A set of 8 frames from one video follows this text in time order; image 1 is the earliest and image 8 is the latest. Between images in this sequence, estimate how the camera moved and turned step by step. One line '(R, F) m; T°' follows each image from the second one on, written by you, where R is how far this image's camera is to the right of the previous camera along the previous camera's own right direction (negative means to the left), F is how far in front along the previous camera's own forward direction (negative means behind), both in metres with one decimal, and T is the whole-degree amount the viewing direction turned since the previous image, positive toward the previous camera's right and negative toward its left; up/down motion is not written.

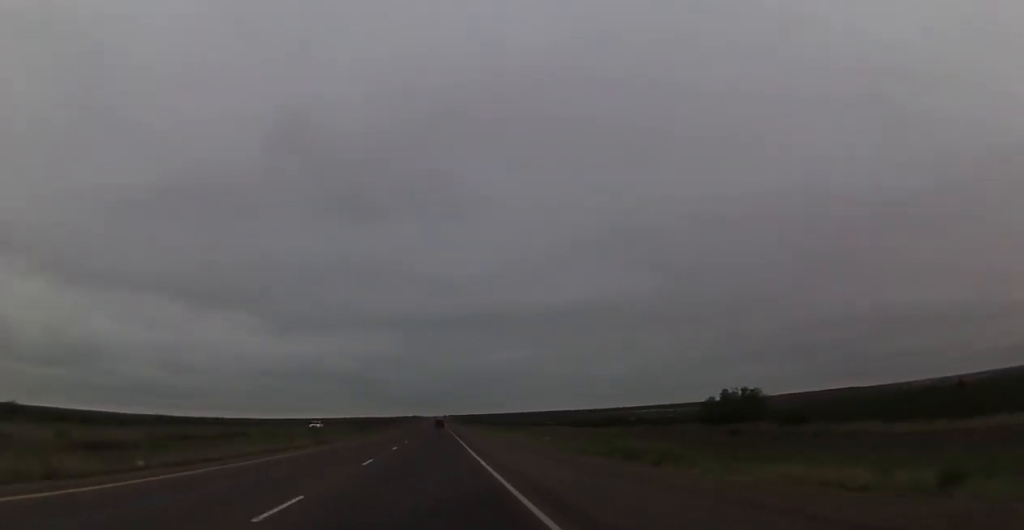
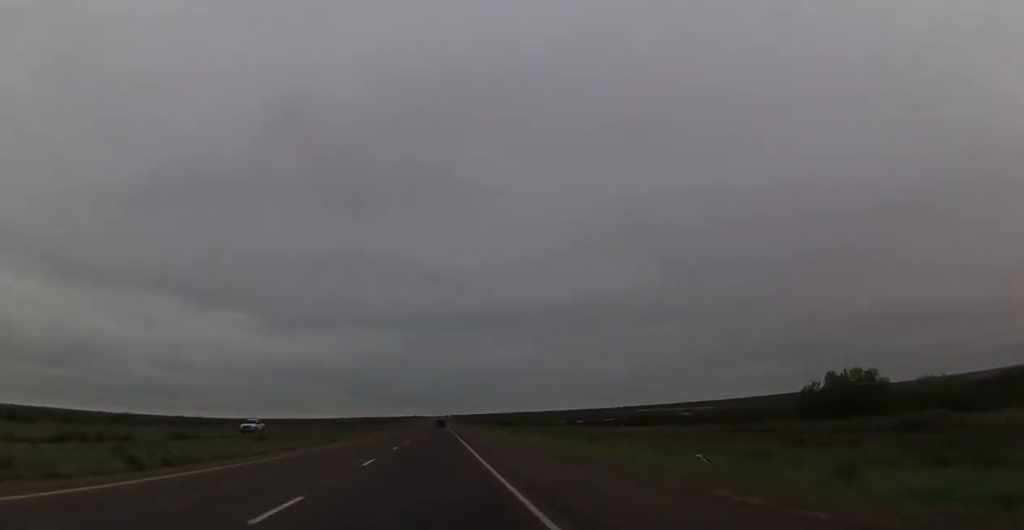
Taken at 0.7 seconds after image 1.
(0.0, +24.4) m; 0°
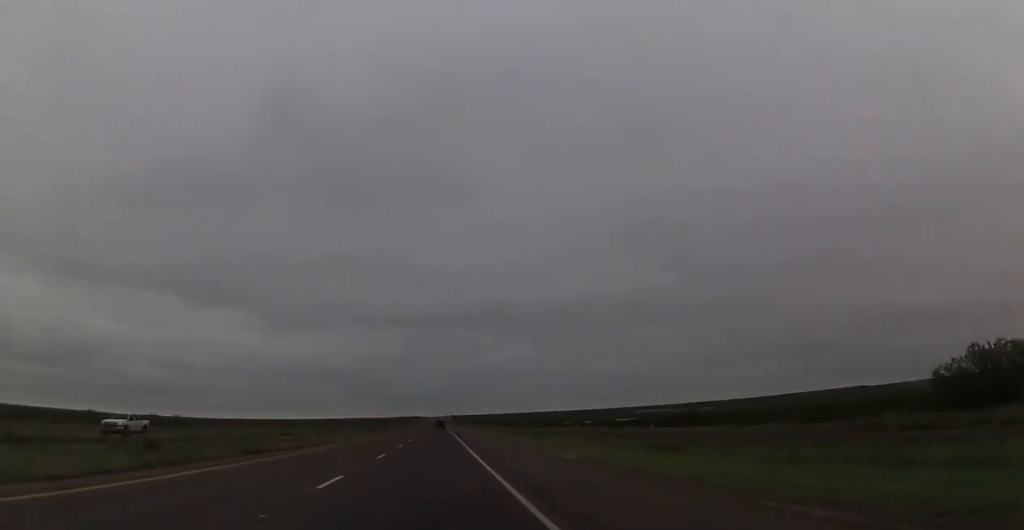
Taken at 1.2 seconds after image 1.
(0.0, +19.5) m; 0°
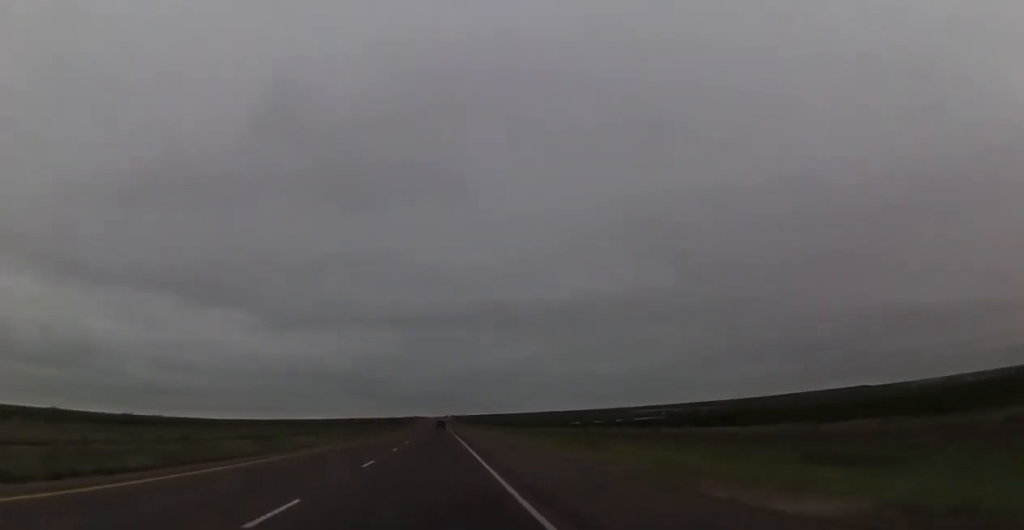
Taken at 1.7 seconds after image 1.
(0.0, +17.1) m; 0°
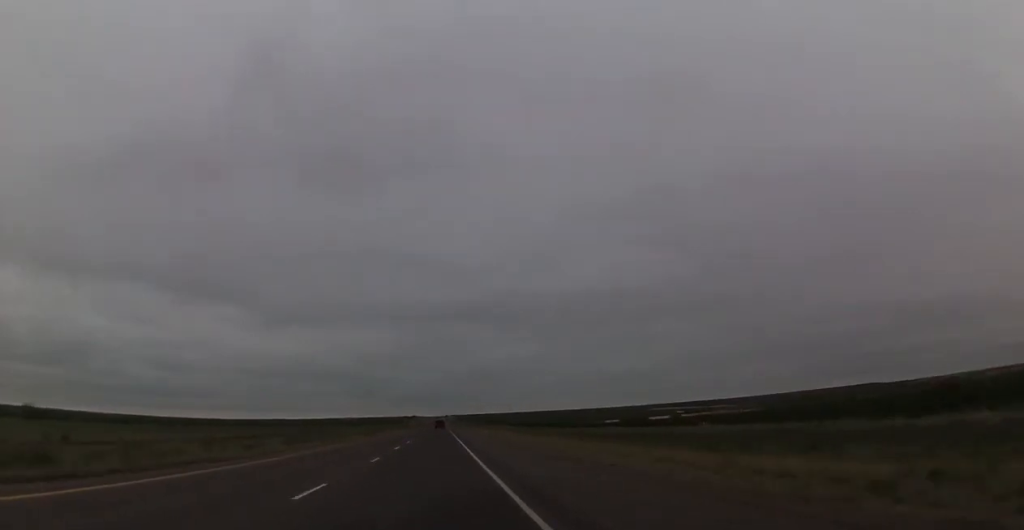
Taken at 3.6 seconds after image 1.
(+0.1, +69.5) m; 0°
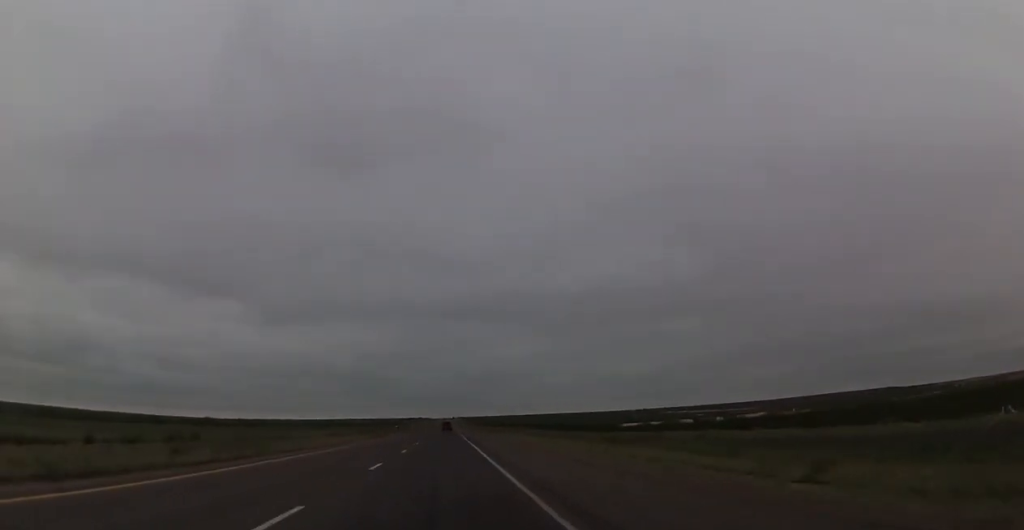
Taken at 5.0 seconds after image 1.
(-0.6, +52.4) m; -1°
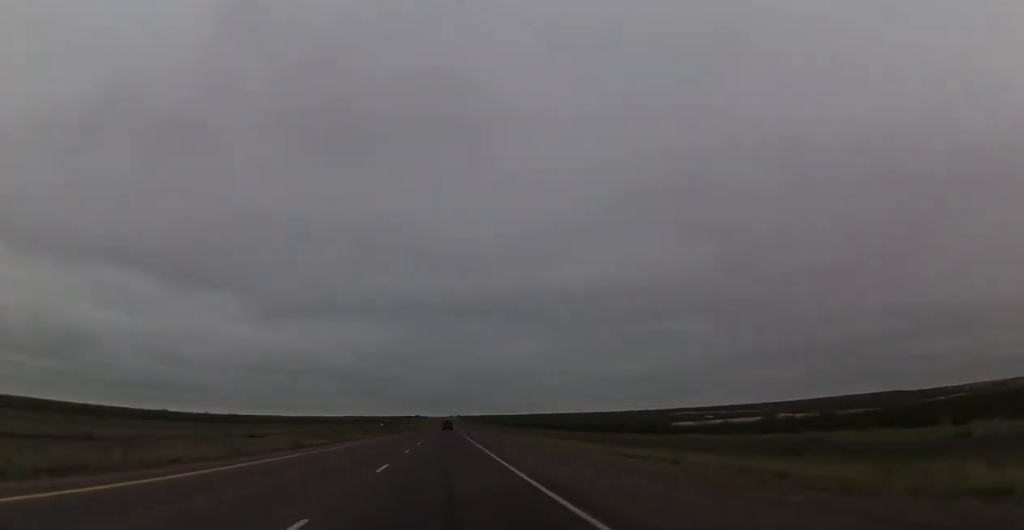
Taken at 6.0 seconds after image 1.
(+0.1, +37.8) m; 0°
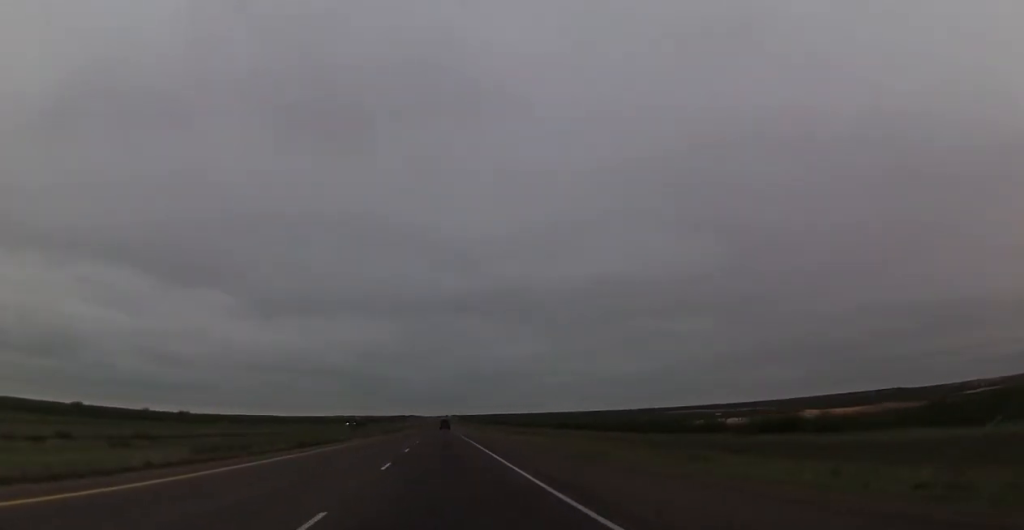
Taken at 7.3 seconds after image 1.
(+0.2, +47.6) m; 0°
